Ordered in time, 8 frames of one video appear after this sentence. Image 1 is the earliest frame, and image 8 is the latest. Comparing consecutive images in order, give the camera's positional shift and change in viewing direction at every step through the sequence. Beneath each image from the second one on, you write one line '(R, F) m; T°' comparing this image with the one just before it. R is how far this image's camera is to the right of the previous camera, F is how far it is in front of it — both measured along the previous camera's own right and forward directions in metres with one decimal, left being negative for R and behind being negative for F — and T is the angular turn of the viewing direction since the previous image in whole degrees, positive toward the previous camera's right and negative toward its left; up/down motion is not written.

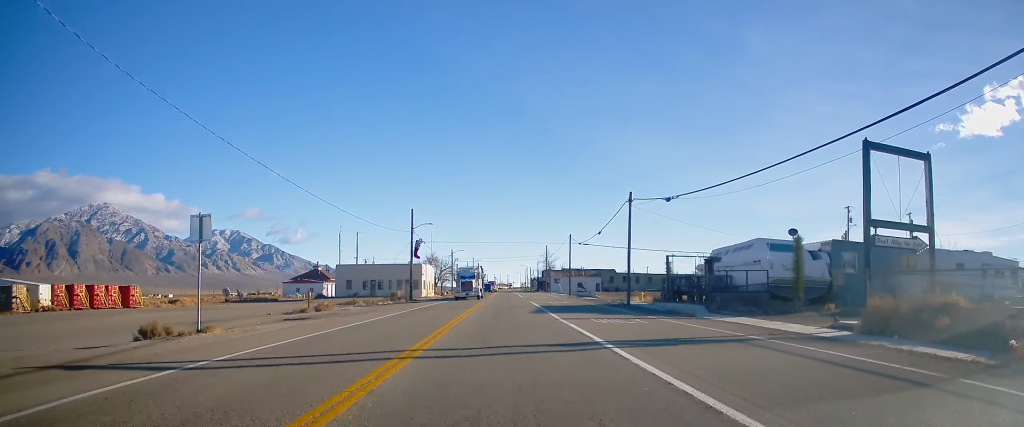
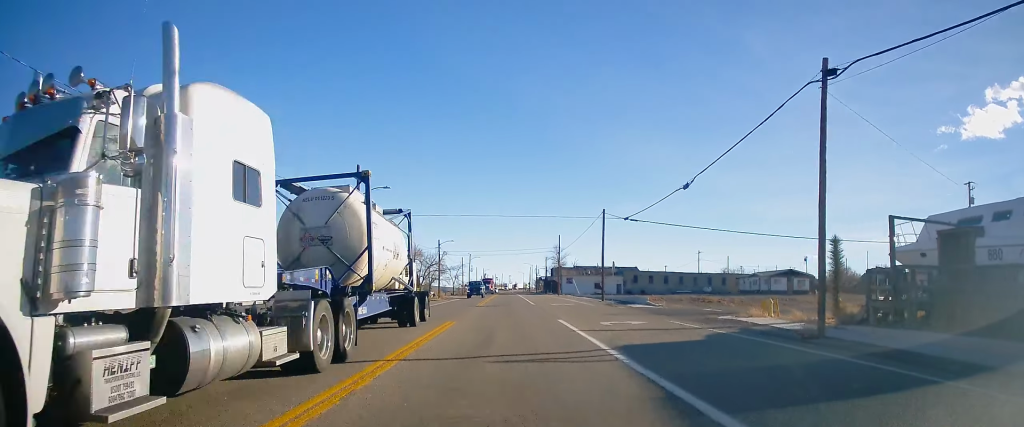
(+0.5, +25.0) m; 0°
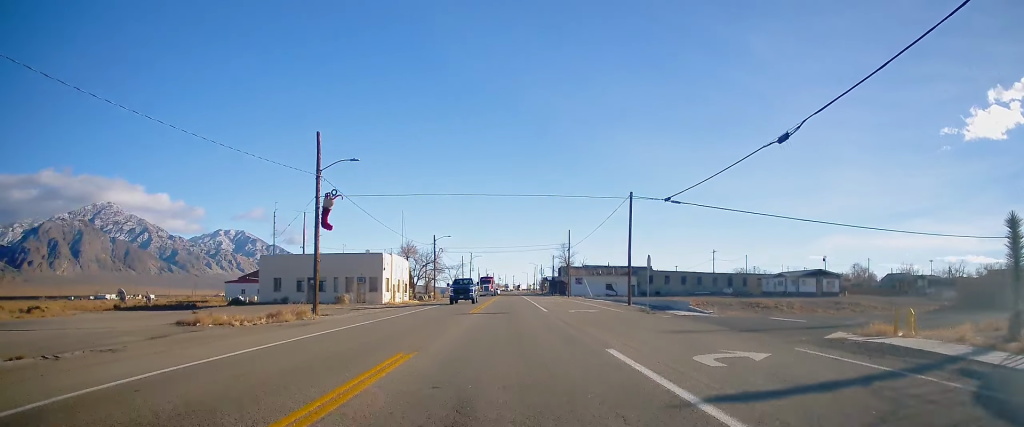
(-0.1, +9.8) m; 0°
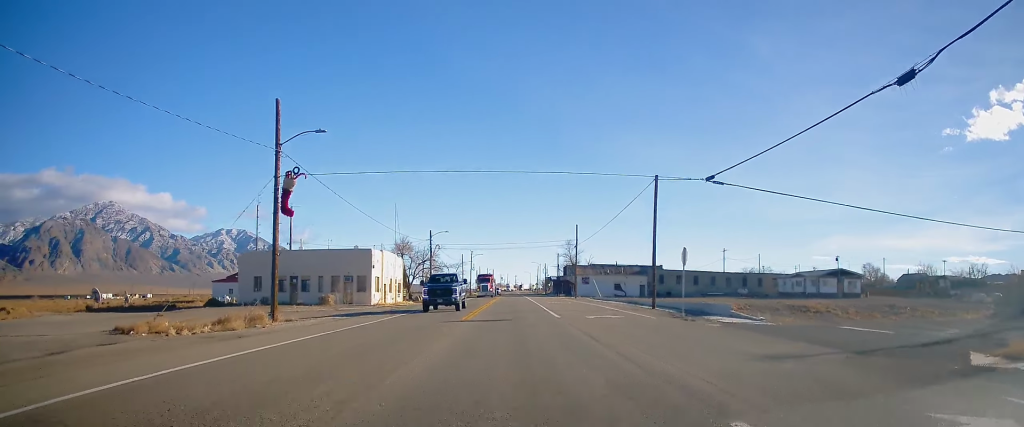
(-0.1, +6.3) m; +1°
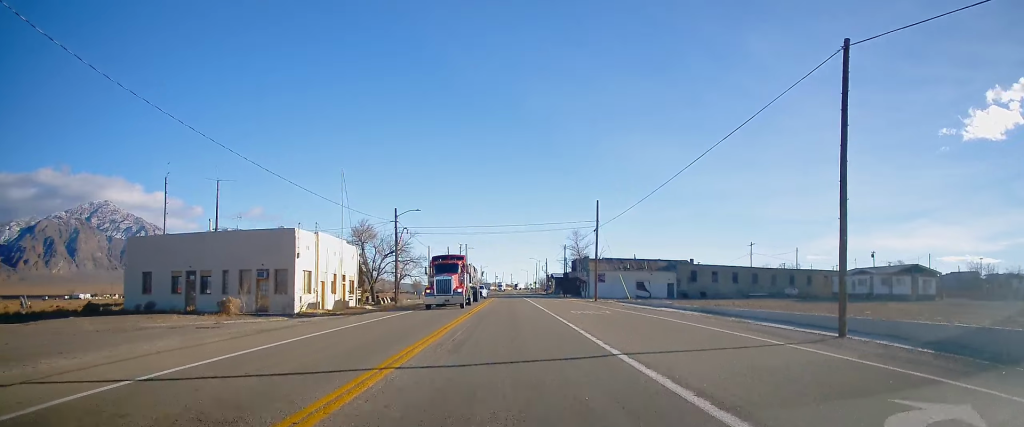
(-0.1, +20.5) m; -1°
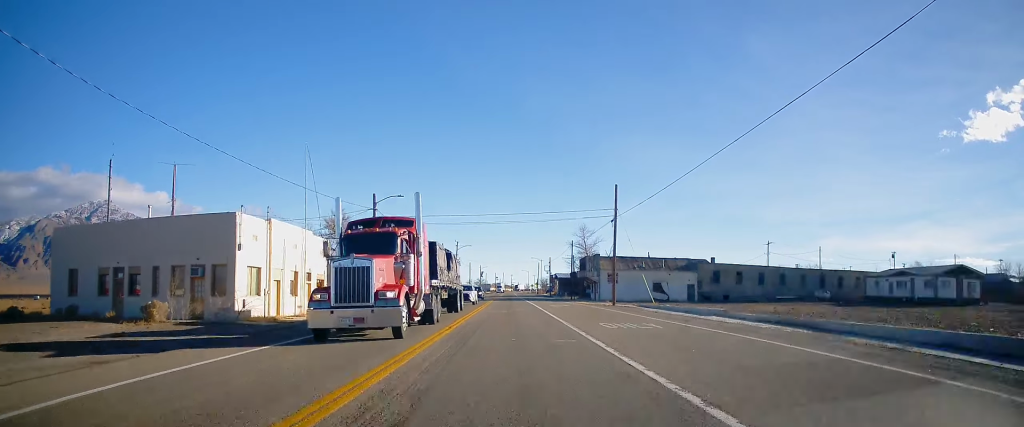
(-0.1, +9.0) m; 0°
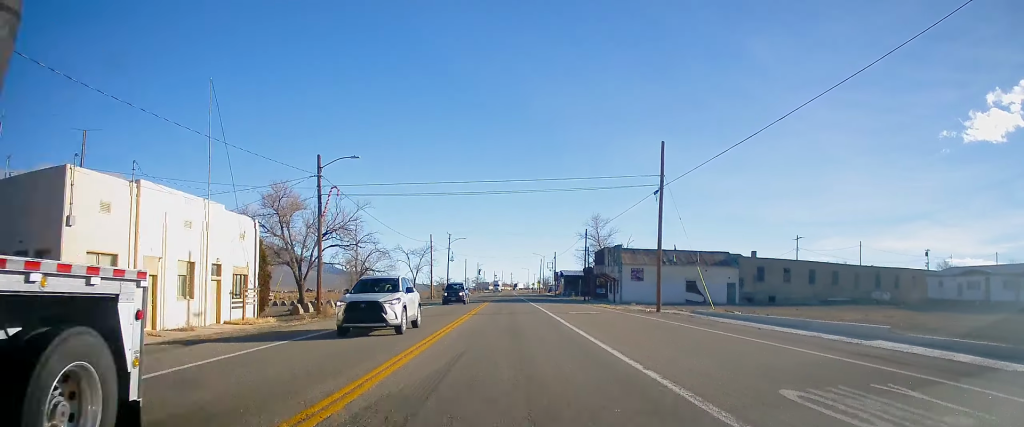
(+0.2, +13.7) m; +1°
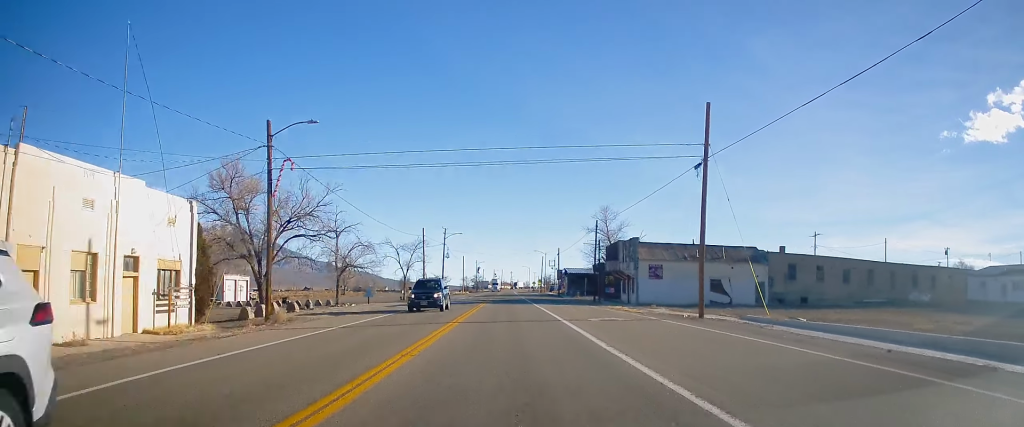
(-0.1, +7.2) m; +1°
